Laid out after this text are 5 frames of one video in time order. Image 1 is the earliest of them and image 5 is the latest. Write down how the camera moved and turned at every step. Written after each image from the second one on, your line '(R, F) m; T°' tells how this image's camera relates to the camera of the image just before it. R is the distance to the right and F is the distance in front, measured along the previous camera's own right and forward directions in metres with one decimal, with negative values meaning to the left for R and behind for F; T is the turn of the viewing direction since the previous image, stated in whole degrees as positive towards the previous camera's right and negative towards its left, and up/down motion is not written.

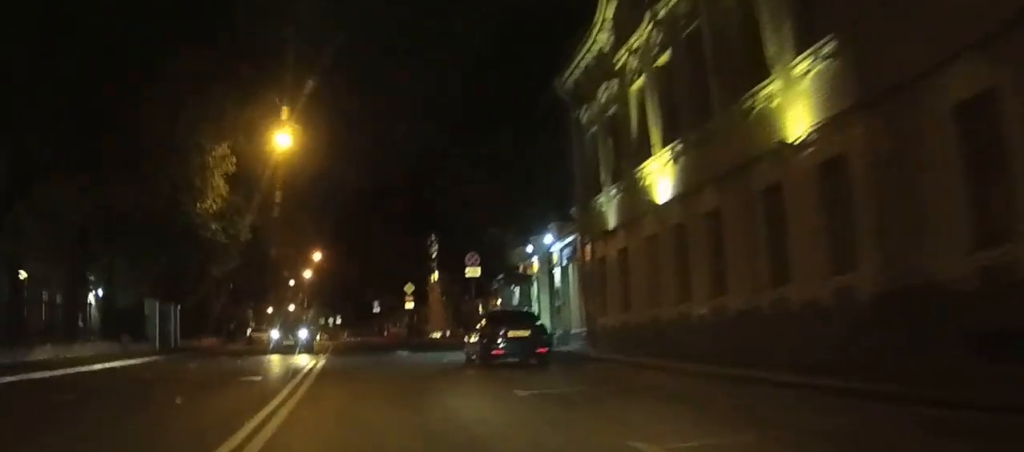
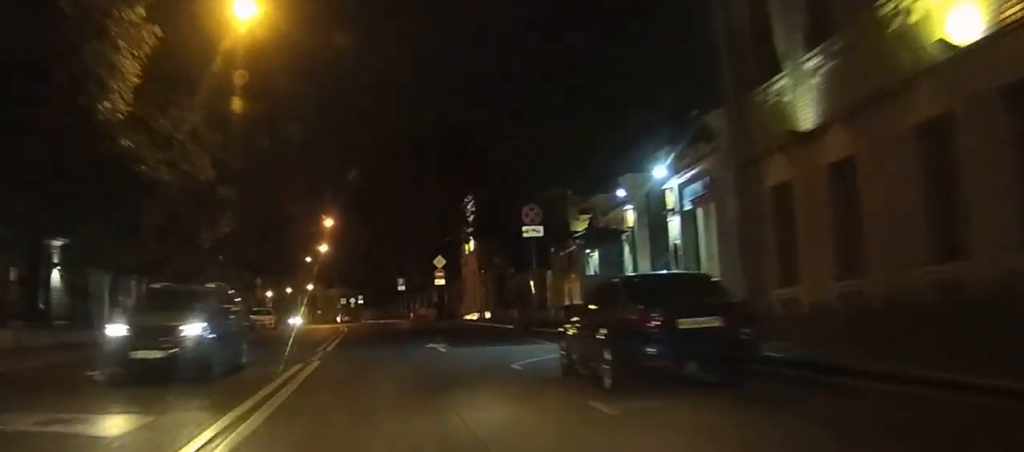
(-0.3, +11.6) m; -2°
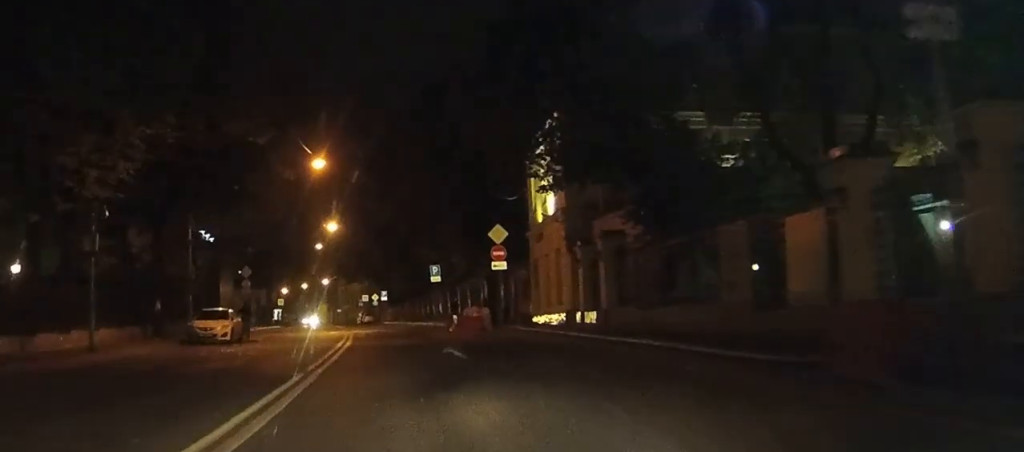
(-0.7, +21.8) m; -3°
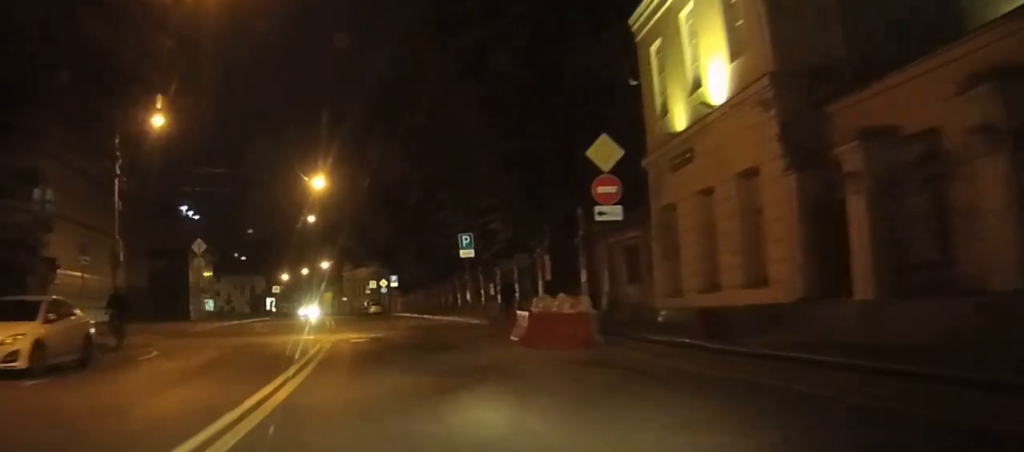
(-0.5, +18.4) m; -2°
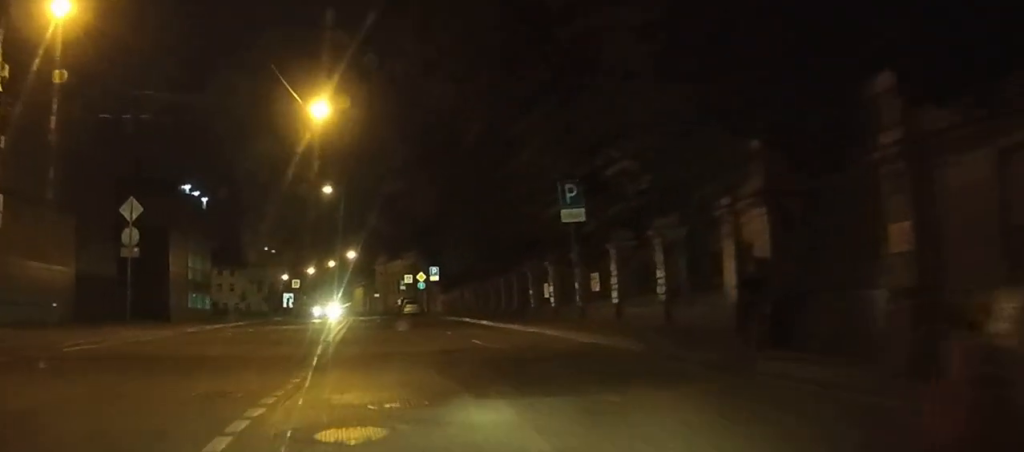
(+0.1, +17.7) m; -2°
